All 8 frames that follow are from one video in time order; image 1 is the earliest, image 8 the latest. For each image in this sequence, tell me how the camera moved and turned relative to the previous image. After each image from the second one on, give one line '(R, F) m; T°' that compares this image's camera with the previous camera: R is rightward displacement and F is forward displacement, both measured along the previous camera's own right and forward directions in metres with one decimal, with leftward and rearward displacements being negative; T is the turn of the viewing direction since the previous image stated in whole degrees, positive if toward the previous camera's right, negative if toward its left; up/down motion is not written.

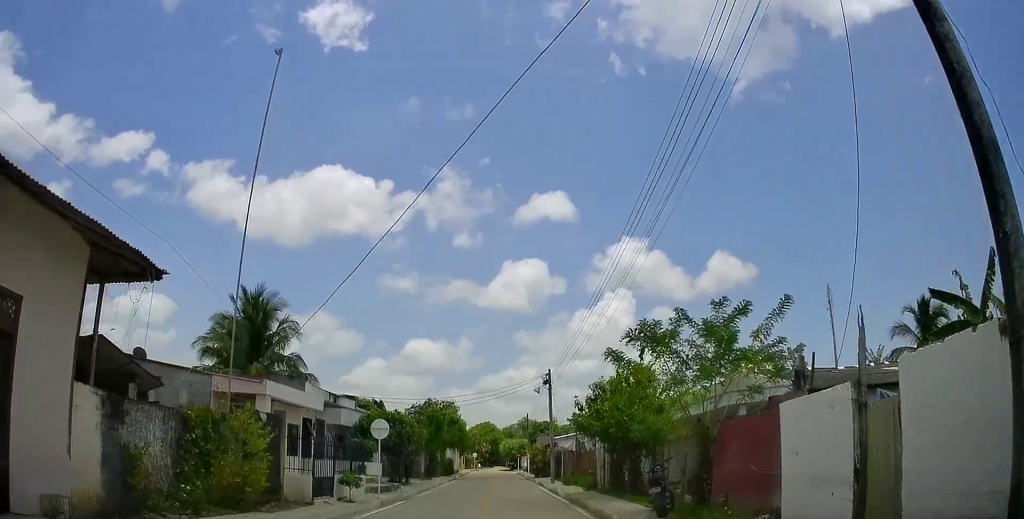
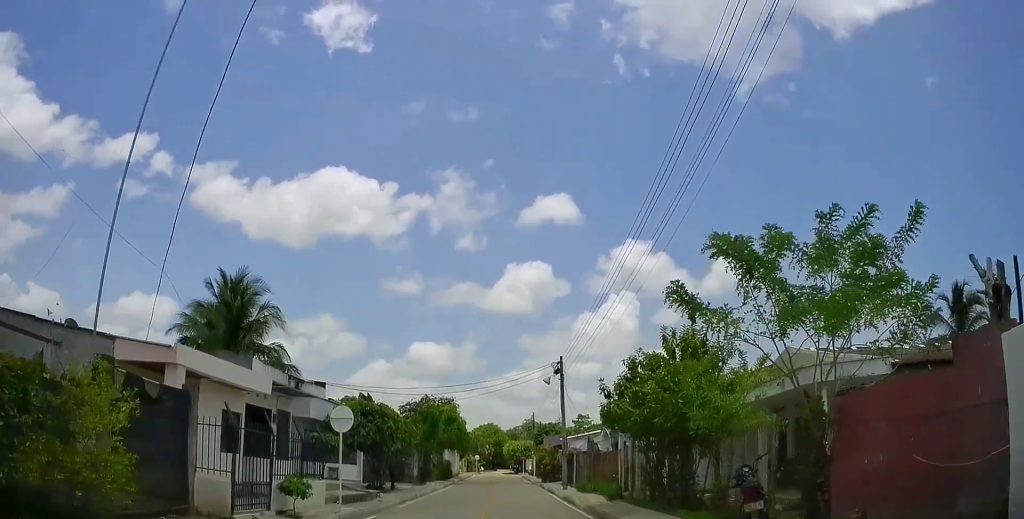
(+0.3, +4.2) m; 0°
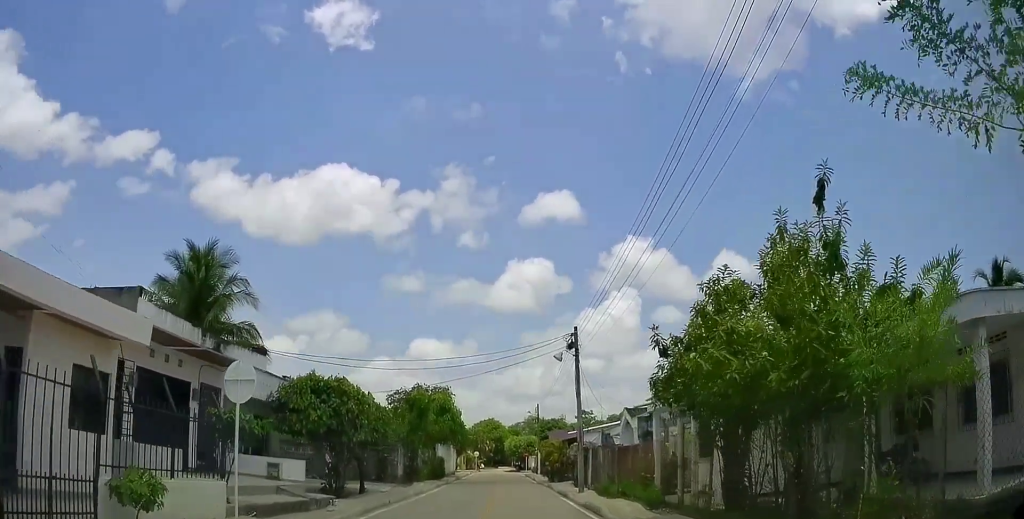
(-0.1, +5.3) m; -2°
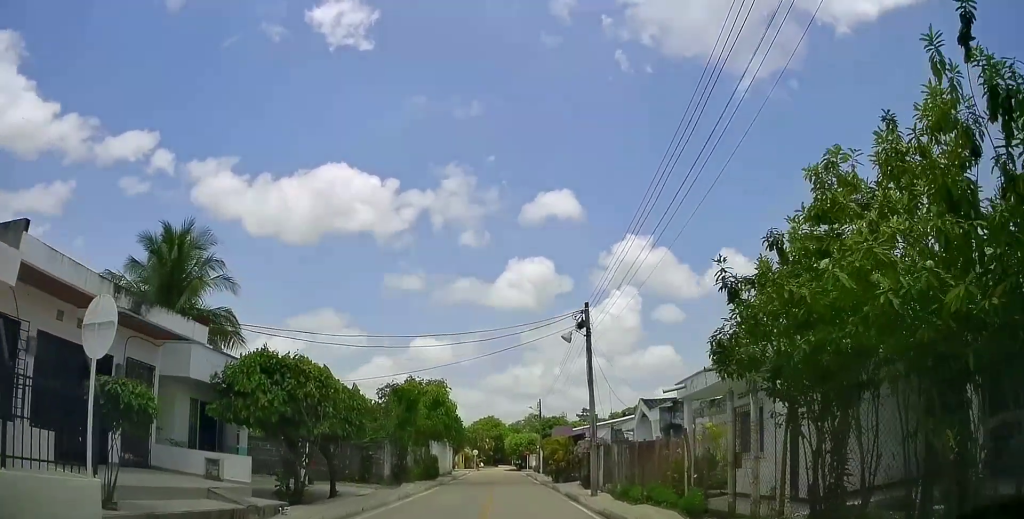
(-0.2, +3.4) m; -2°
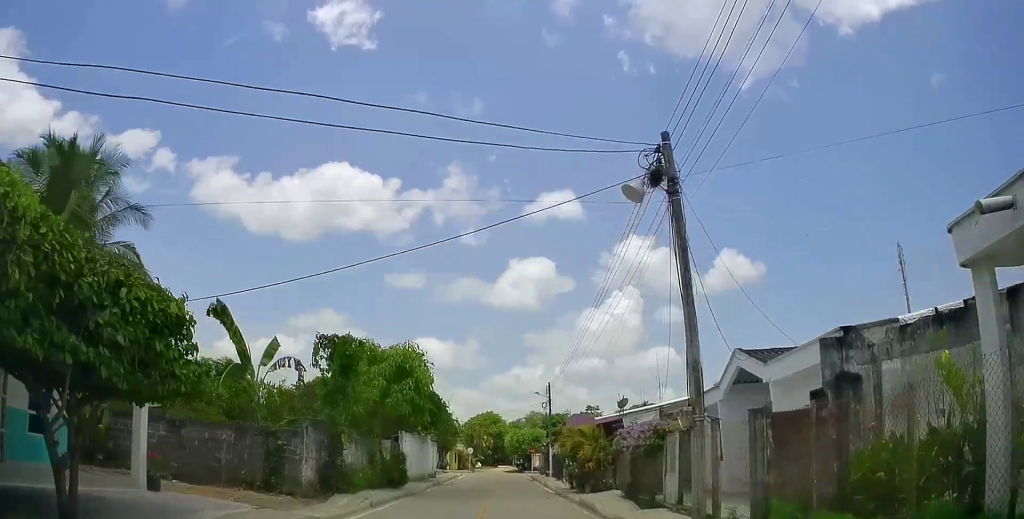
(-0.1, +10.7) m; 0°
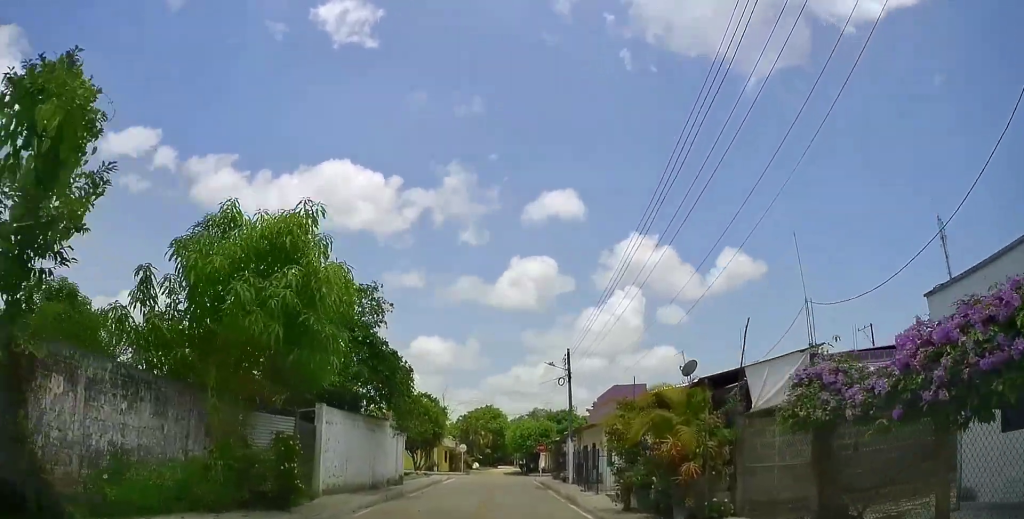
(+0.3, +11.6) m; +5°
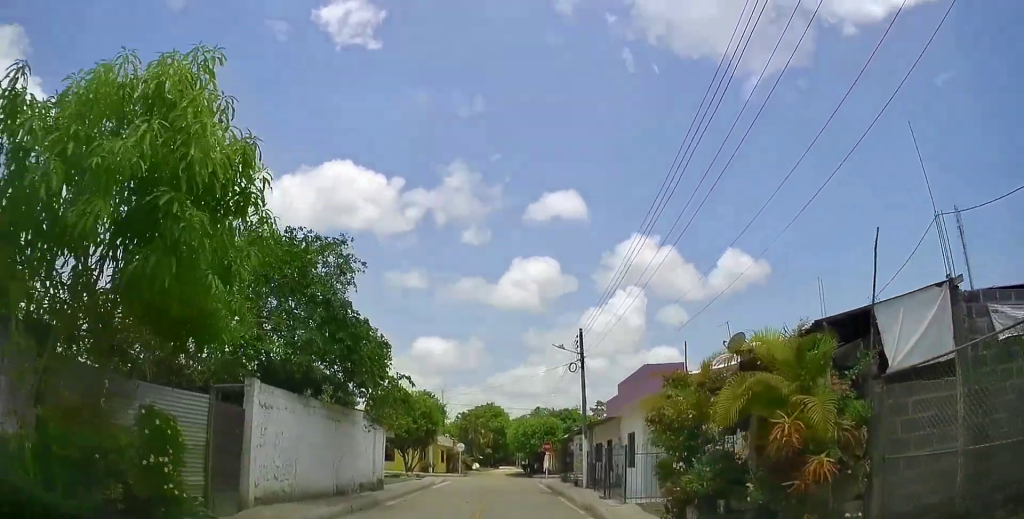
(+0.4, +4.3) m; 0°
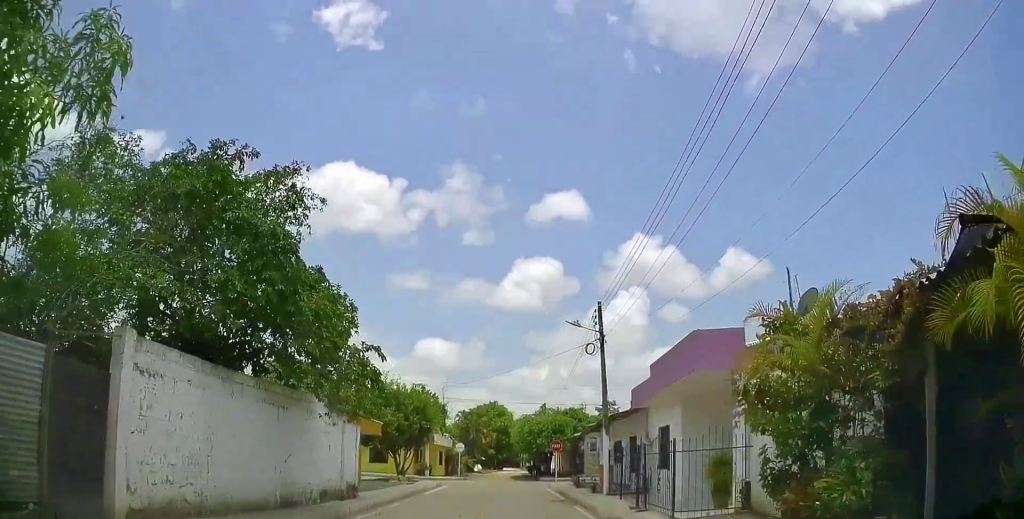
(-0.3, +4.0) m; -3°
